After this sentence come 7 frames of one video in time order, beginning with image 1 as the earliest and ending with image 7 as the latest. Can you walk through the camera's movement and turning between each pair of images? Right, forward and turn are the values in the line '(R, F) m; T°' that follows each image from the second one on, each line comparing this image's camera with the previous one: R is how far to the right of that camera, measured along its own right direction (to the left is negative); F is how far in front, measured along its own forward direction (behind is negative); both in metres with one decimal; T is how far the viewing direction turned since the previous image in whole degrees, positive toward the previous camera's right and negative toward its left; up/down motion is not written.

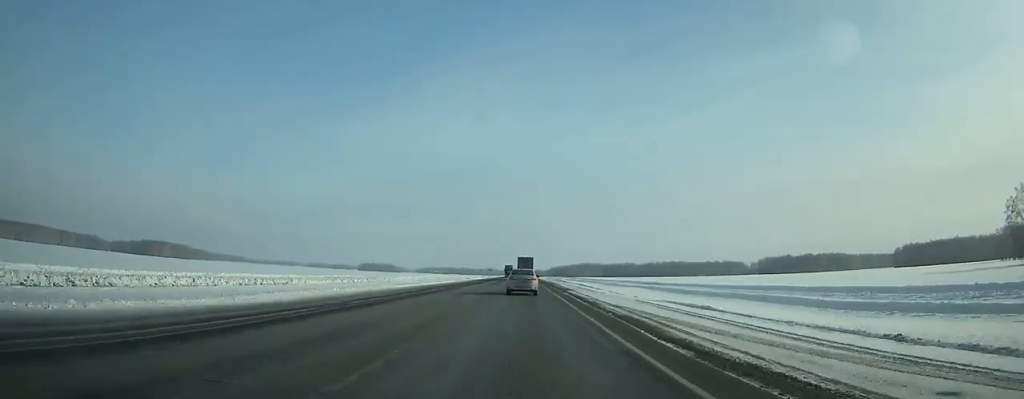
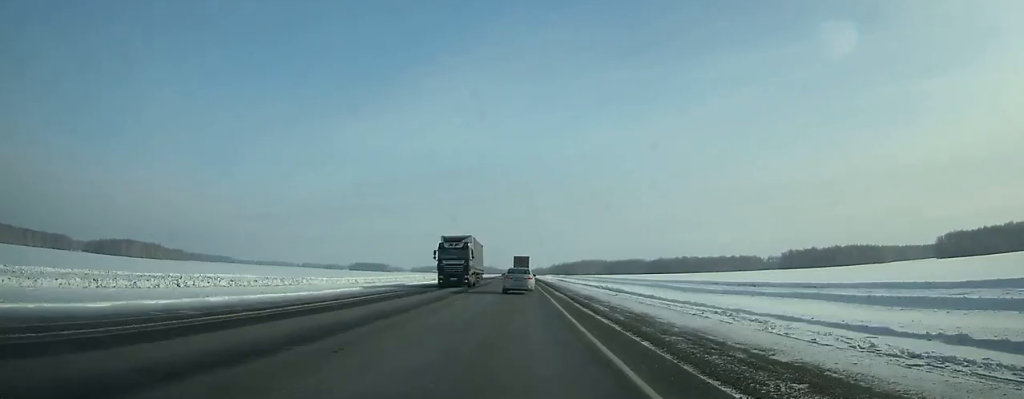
(0.0, +75.3) m; 0°
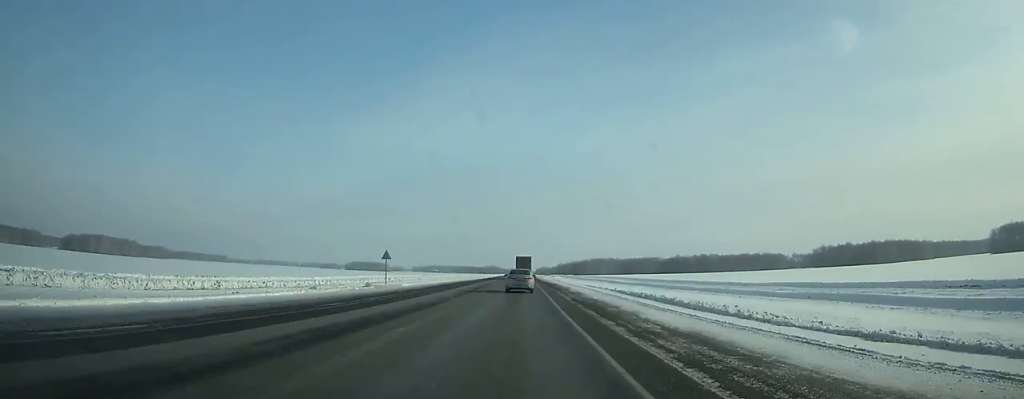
(-0.4, +73.4) m; 0°
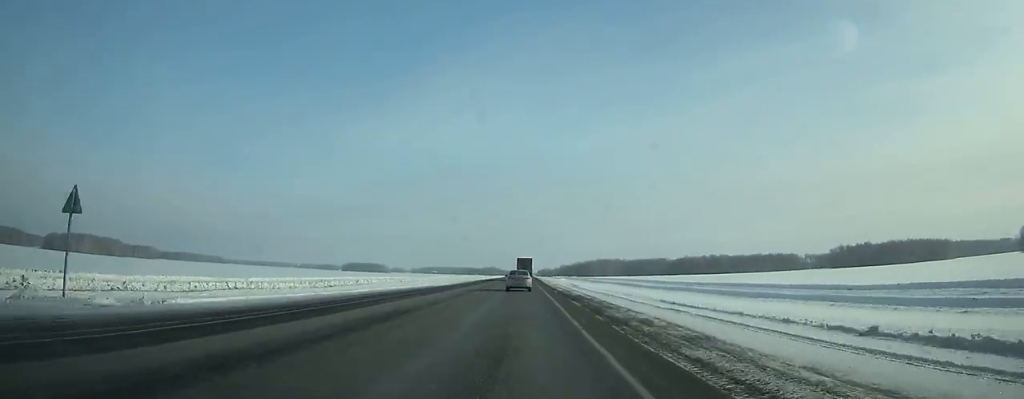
(-0.1, +37.0) m; 0°
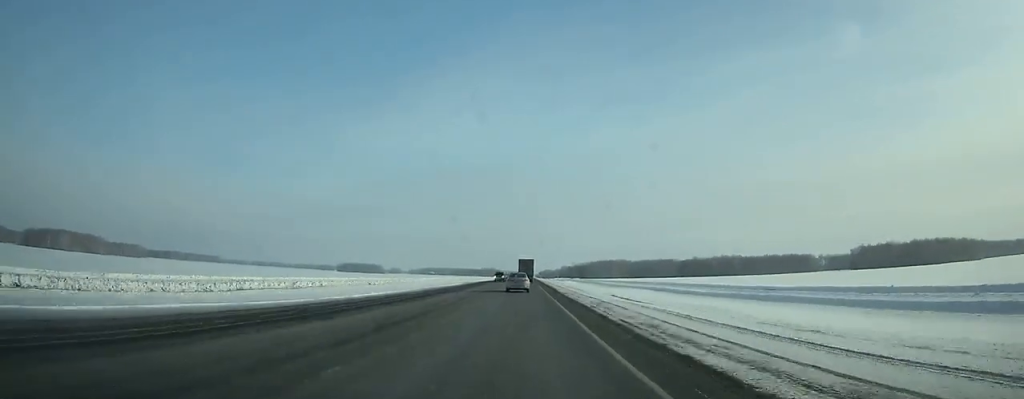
(-0.1, +42.0) m; 0°
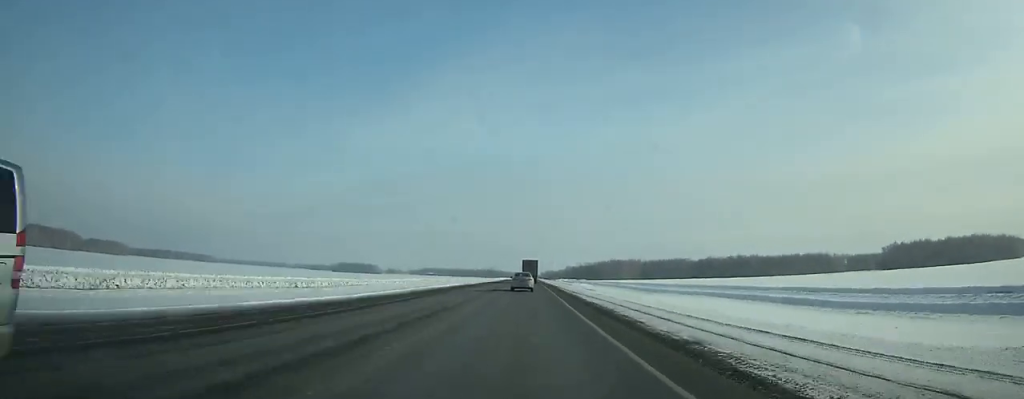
(+0.1, +51.6) m; 0°
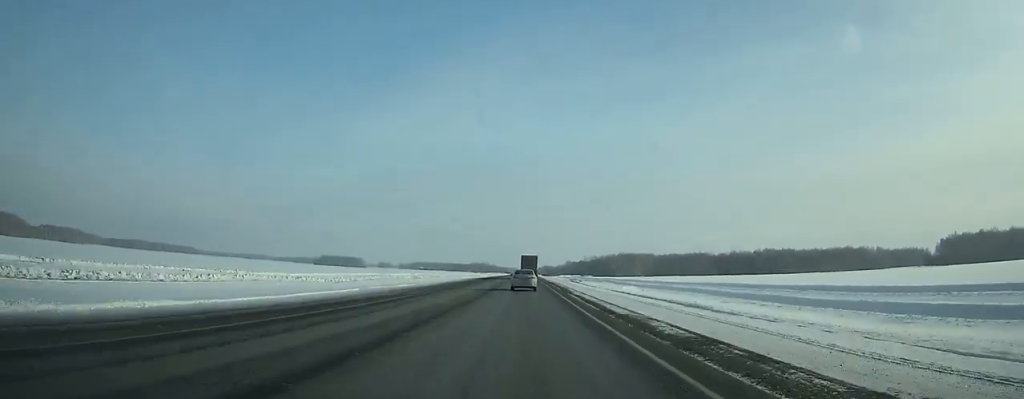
(+0.2, +86.5) m; 0°
